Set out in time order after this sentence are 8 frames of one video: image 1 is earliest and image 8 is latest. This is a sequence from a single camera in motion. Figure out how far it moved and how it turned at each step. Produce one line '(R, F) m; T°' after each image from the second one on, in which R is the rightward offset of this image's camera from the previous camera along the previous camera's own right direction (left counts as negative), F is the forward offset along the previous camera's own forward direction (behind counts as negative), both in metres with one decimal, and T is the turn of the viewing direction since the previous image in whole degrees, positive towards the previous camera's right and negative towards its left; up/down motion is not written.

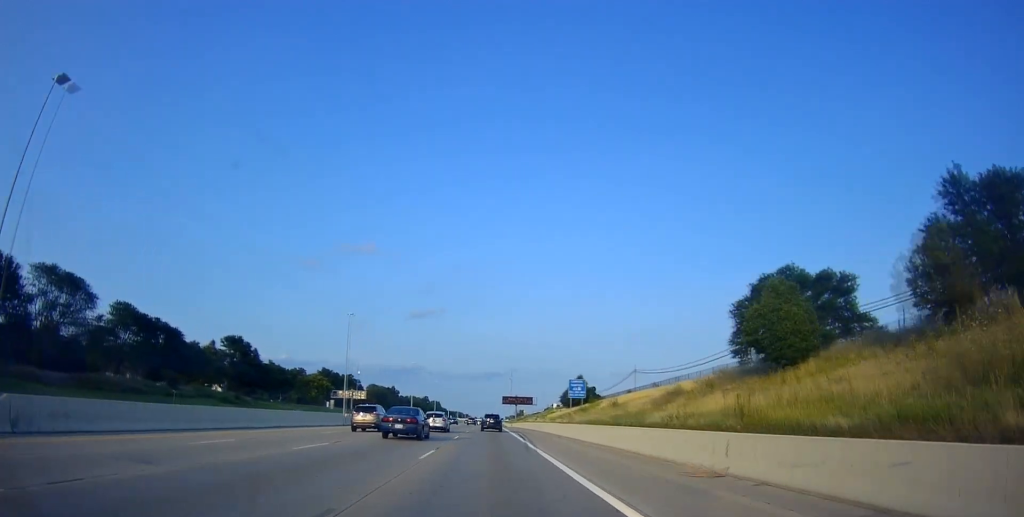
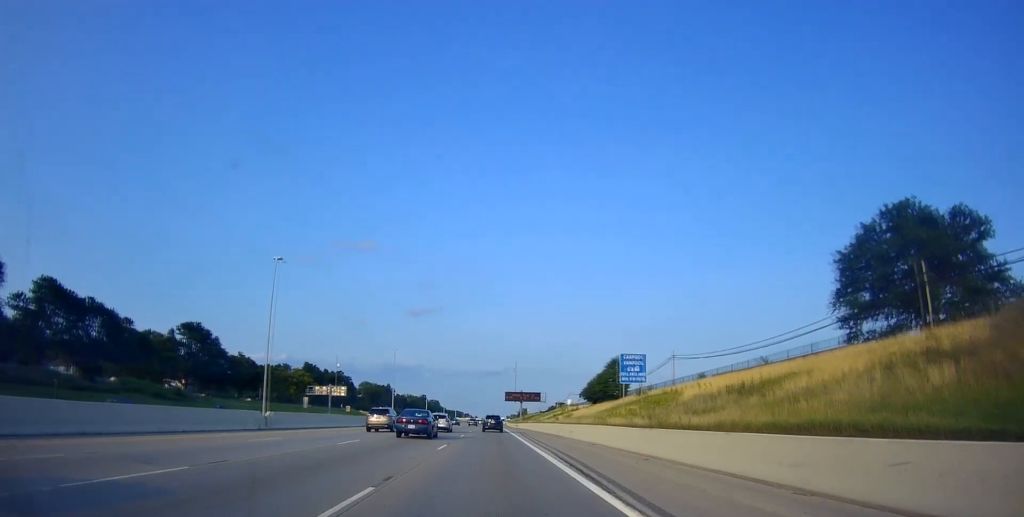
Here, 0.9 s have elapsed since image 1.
(-0.4, +25.2) m; -1°
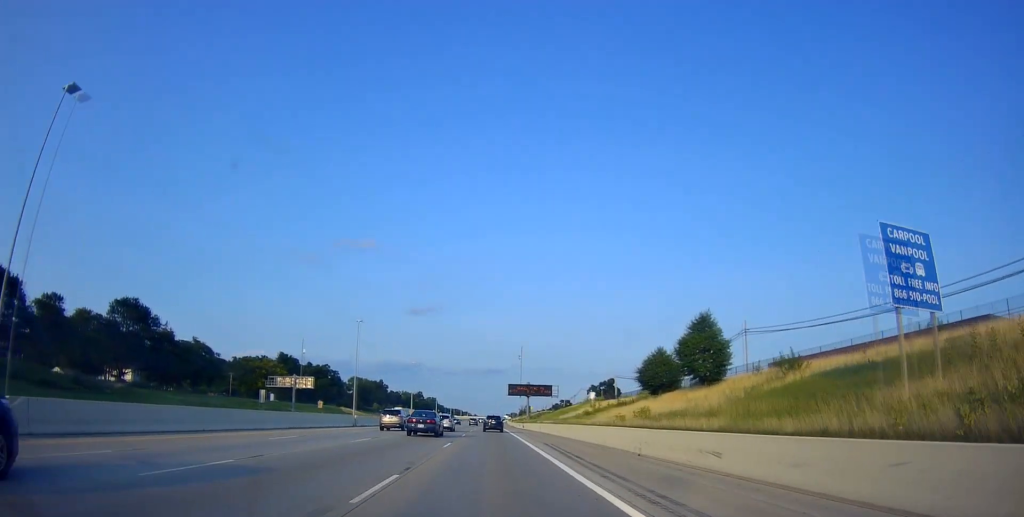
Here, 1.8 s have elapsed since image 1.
(-0.2, +28.3) m; +1°
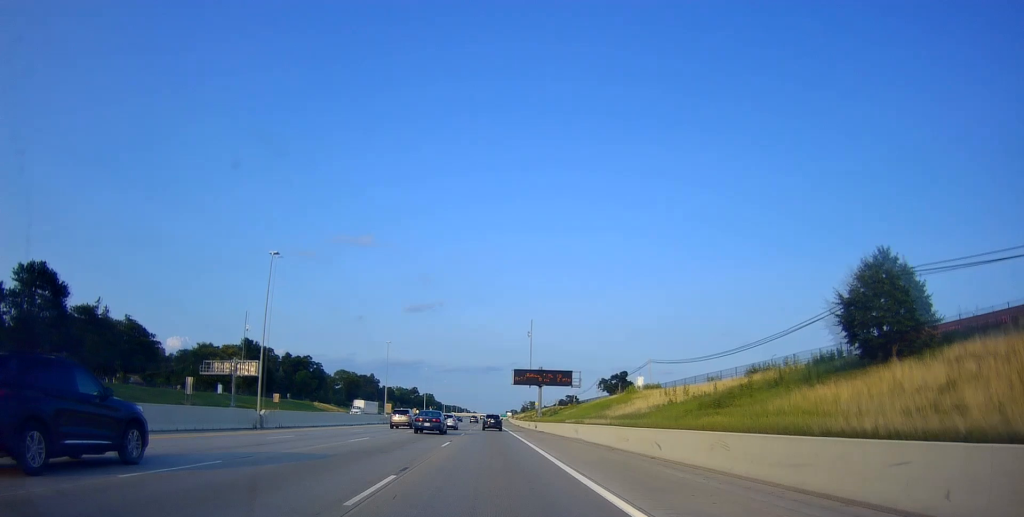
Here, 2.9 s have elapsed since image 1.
(+0.6, +30.4) m; +1°
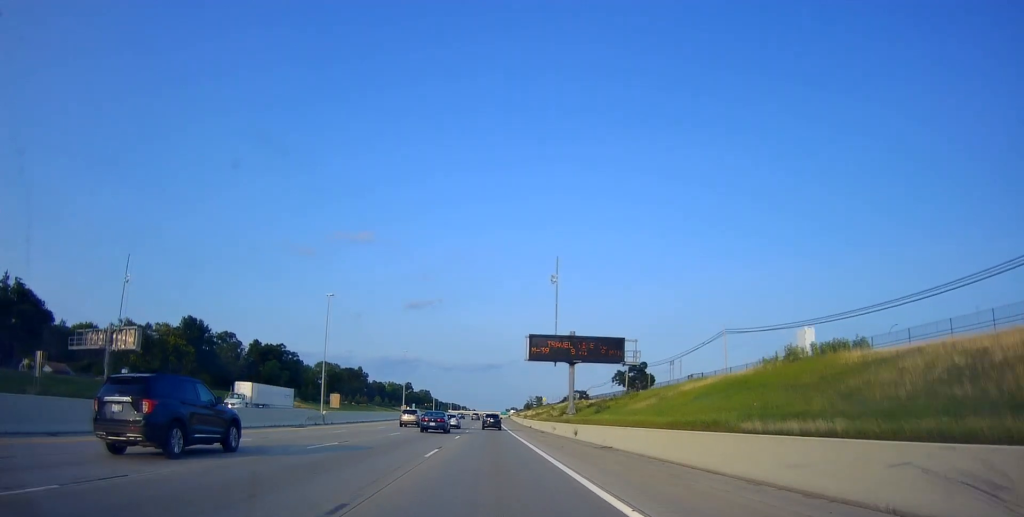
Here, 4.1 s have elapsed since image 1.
(+0.1, +35.3) m; -1°
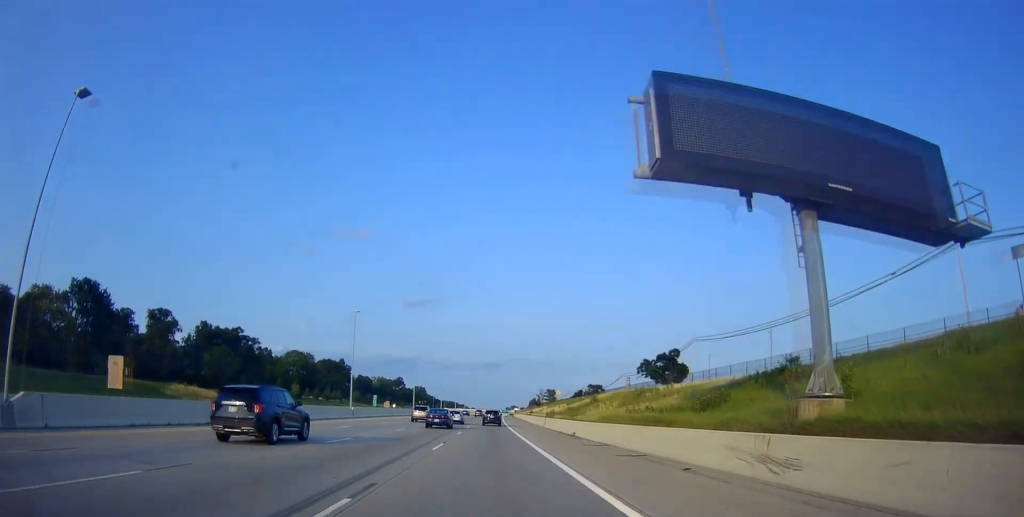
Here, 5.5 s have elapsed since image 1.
(-0.3, +42.5) m; 0°
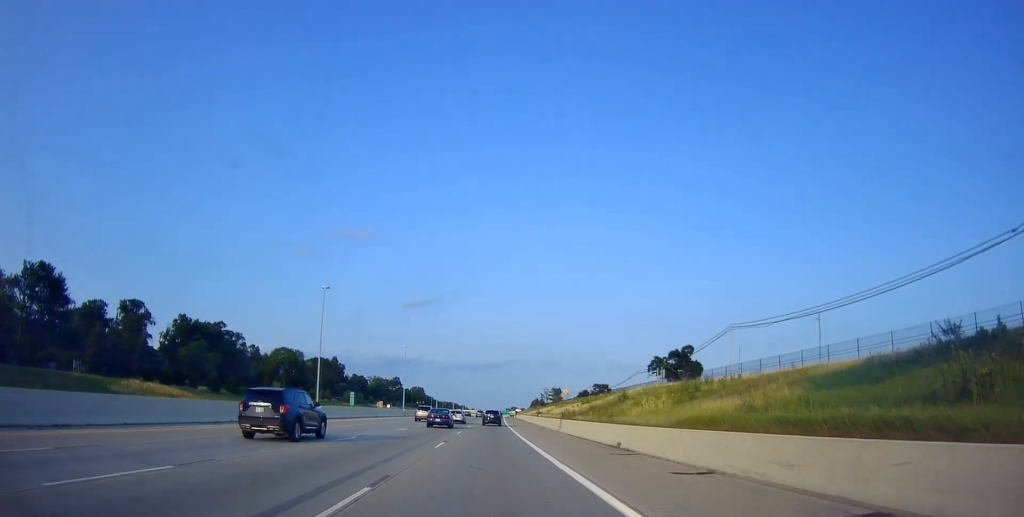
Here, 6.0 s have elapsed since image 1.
(0.0, +14.1) m; 0°
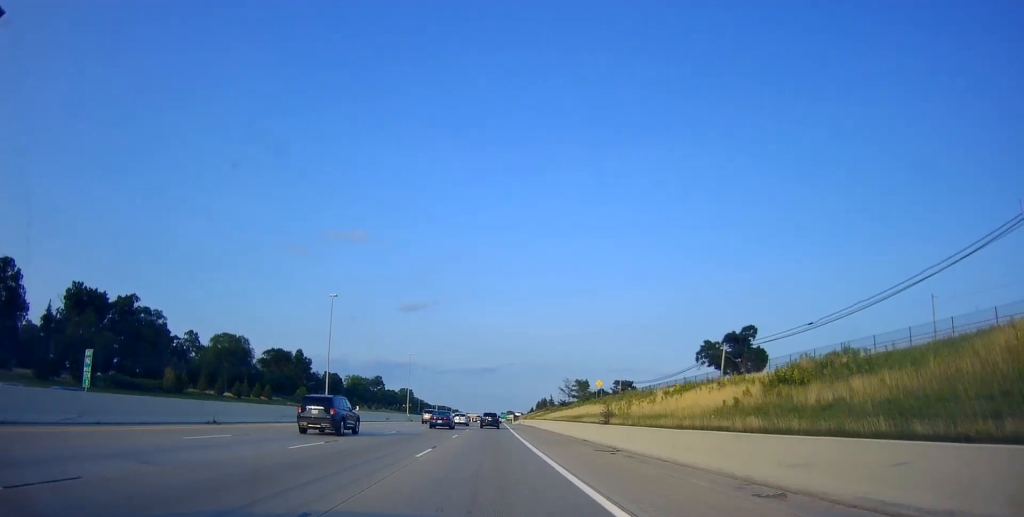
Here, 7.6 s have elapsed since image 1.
(0.0, +49.5) m; 0°
